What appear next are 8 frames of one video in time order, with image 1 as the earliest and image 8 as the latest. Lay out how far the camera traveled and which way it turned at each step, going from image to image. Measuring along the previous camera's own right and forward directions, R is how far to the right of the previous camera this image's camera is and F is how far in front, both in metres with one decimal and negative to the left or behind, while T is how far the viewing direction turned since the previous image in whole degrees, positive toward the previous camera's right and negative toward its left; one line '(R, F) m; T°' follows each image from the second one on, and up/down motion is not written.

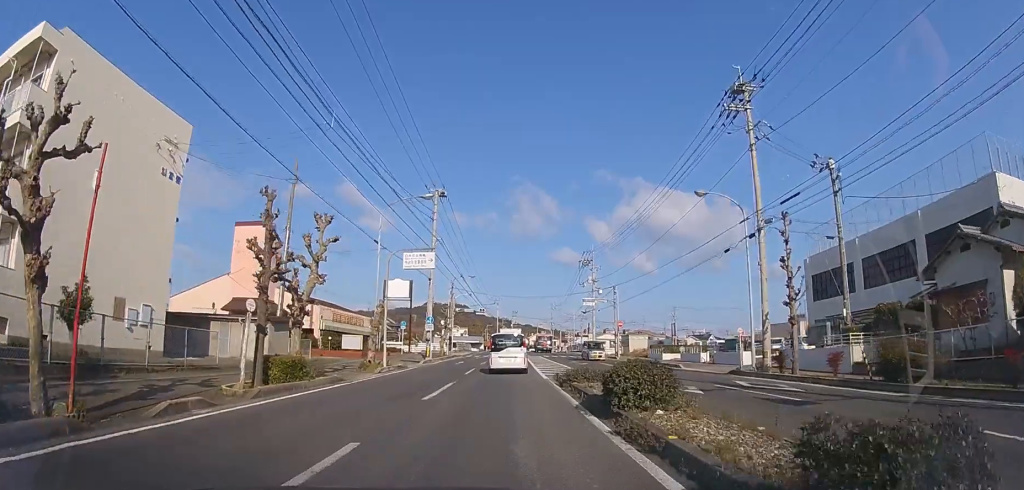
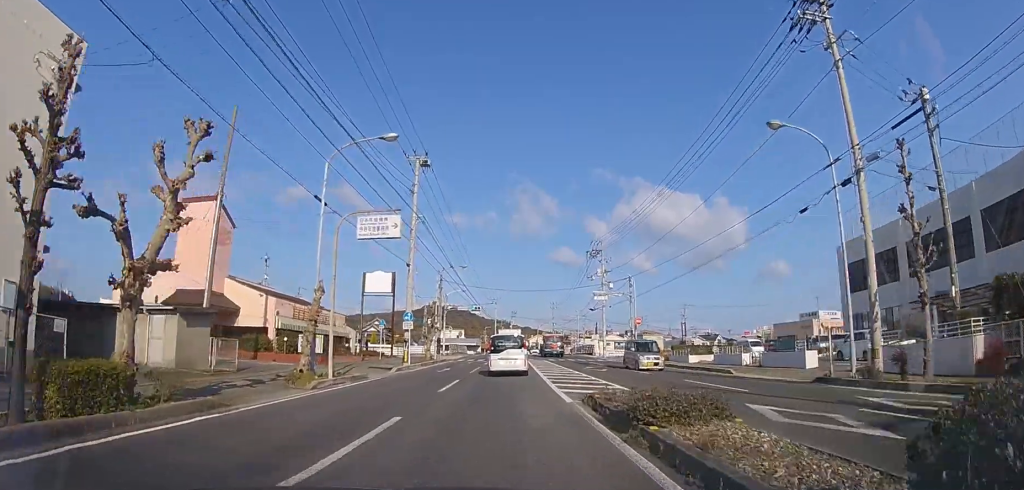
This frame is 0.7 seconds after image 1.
(0.0, +7.4) m; 0°
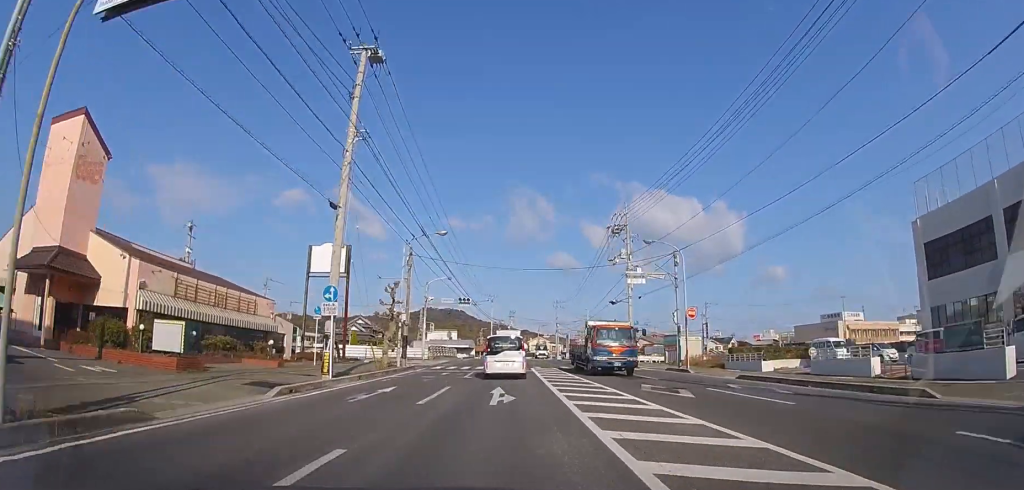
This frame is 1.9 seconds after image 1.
(0.0, +12.7) m; 0°
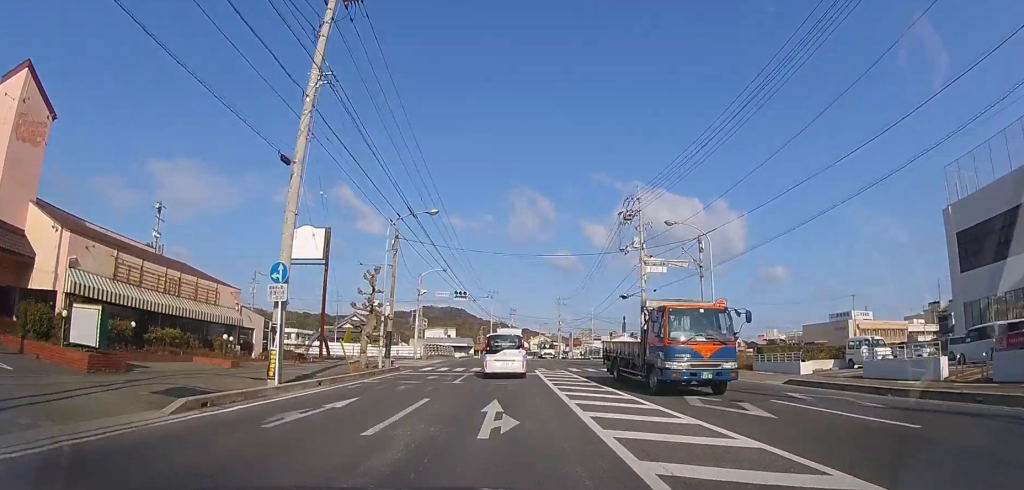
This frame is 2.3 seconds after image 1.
(0.0, +4.1) m; 0°
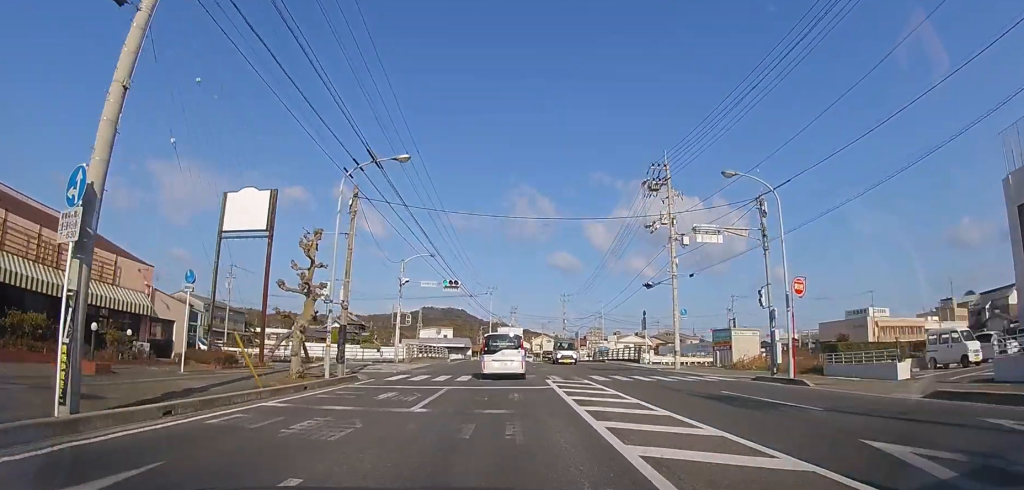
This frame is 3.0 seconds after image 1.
(+0.1, +7.6) m; 0°
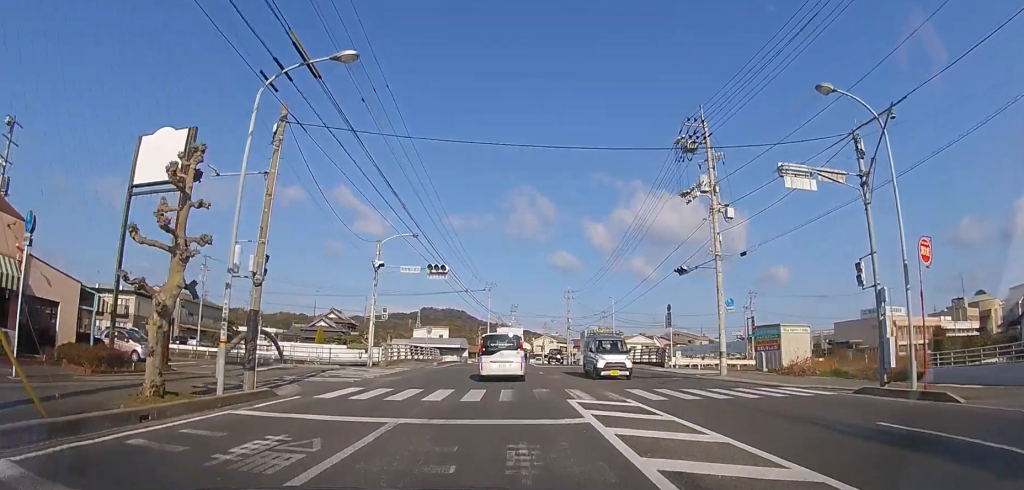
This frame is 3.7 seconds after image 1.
(0.0, +6.7) m; 0°
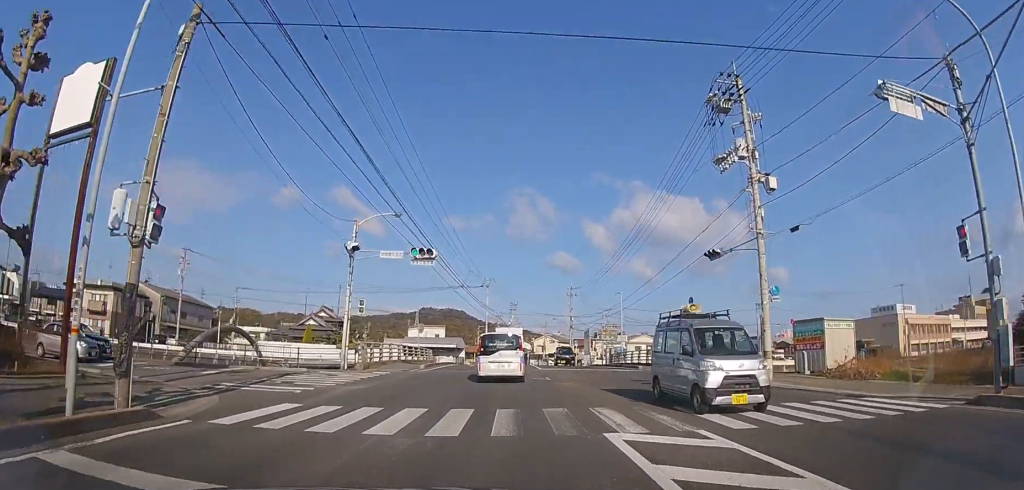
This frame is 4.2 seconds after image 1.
(0.0, +4.4) m; 0°
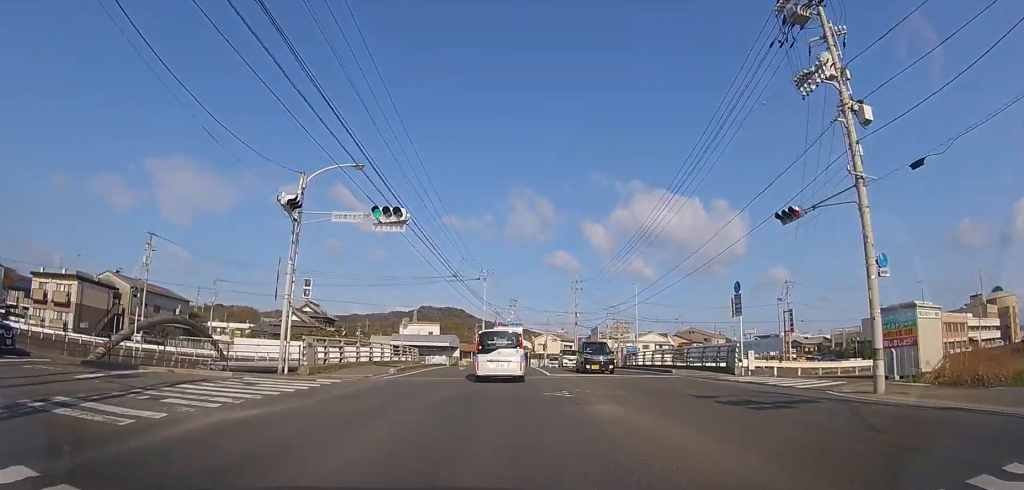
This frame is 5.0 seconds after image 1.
(0.0, +7.0) m; +1°
